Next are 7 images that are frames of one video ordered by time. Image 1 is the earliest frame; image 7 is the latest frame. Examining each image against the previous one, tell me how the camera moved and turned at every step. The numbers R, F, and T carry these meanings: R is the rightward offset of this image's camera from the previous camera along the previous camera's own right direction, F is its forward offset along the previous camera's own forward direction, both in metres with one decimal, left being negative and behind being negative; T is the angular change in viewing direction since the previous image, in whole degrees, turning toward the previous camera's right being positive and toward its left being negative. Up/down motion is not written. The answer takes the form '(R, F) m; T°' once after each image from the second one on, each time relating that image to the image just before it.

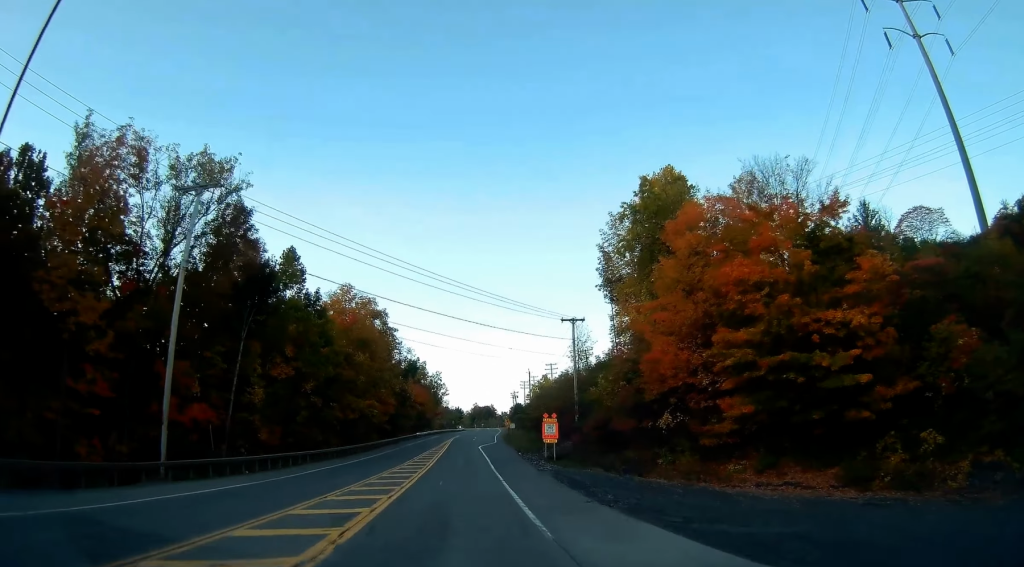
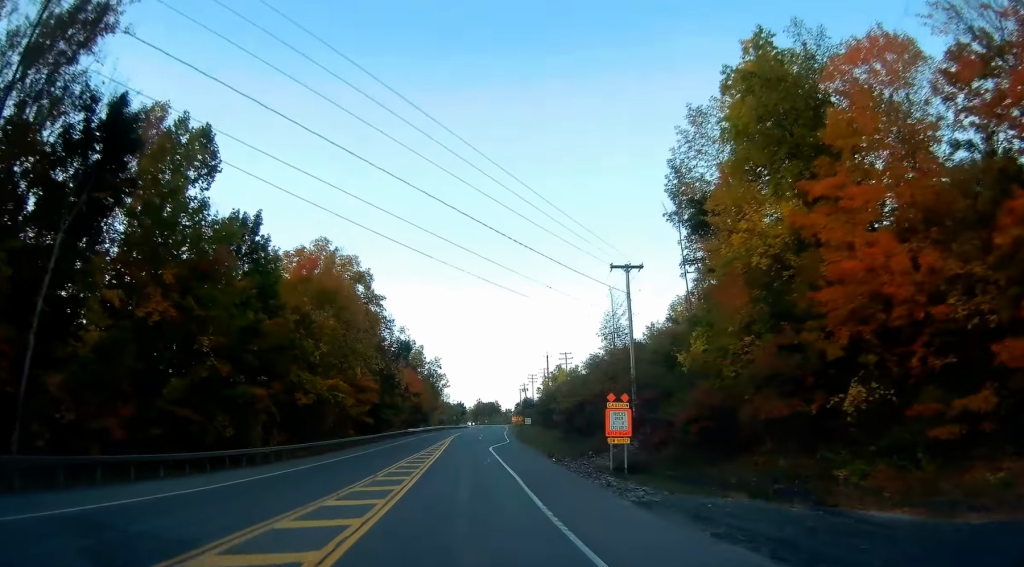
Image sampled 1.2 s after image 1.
(0.0, +20.0) m; 0°
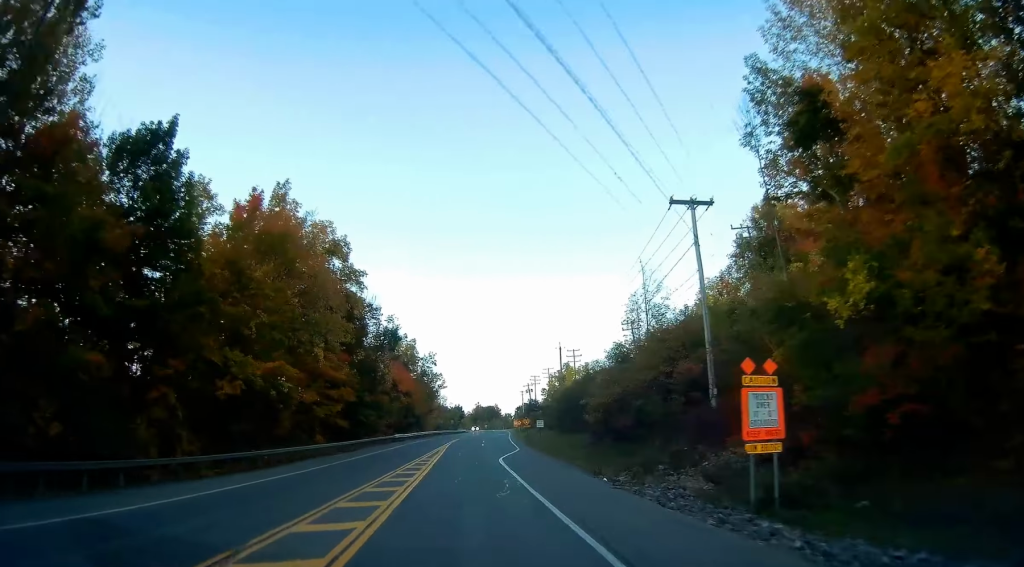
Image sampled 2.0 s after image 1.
(0.0, +14.1) m; 0°
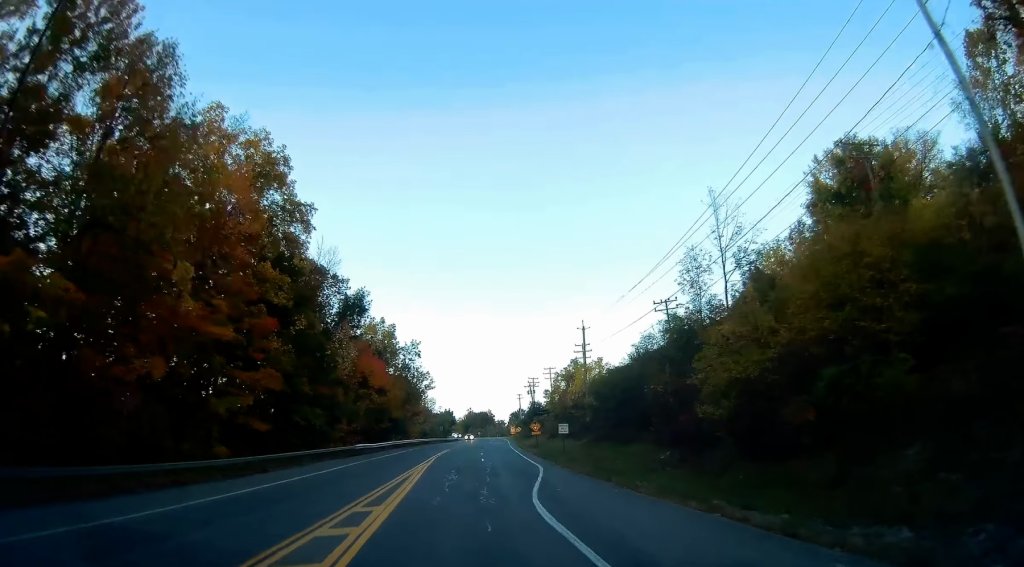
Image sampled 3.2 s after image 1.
(0.0, +20.1) m; 0°
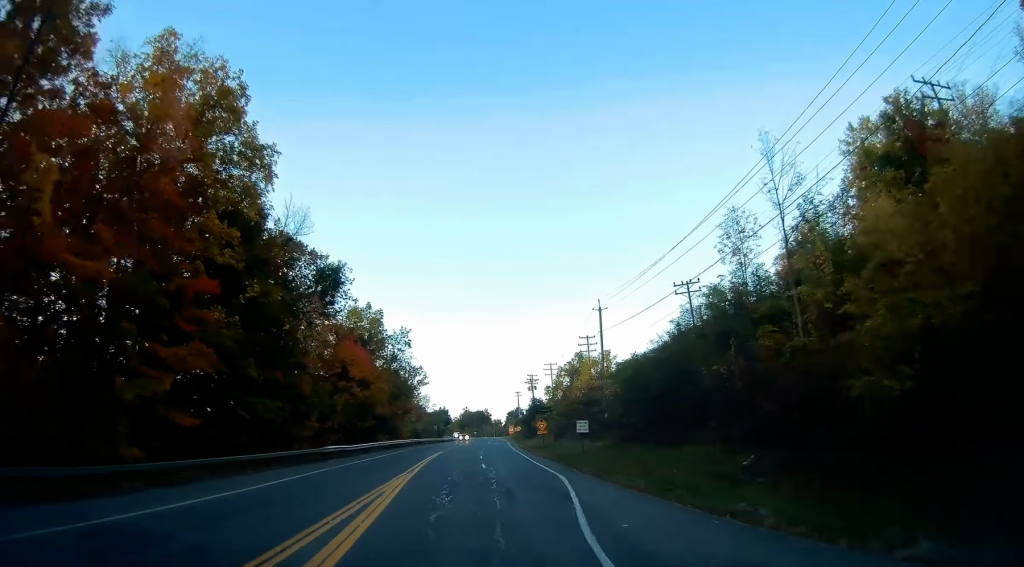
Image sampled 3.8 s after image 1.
(0.0, +8.7) m; 0°
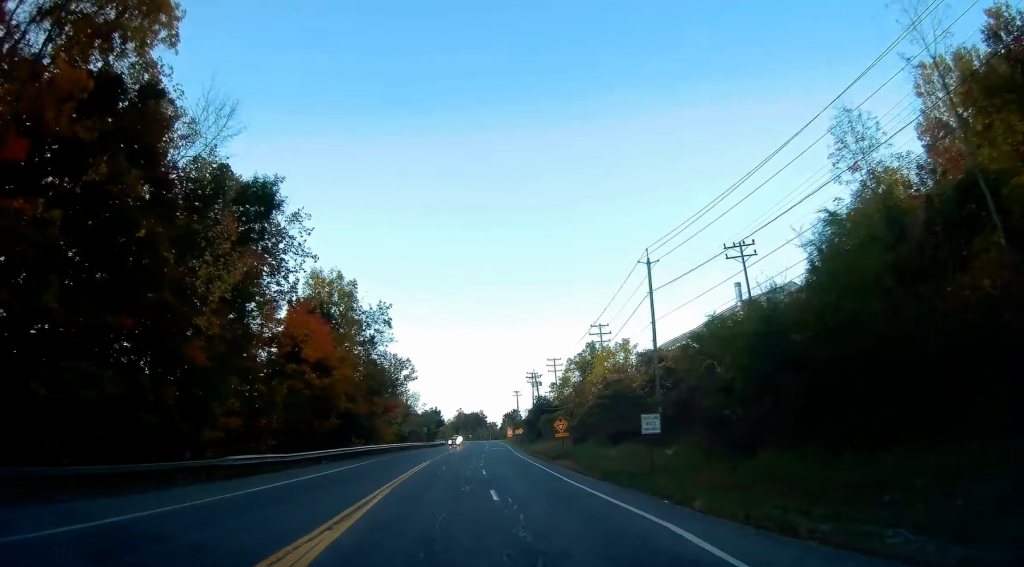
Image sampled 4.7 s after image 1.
(0.0, +15.4) m; +1°
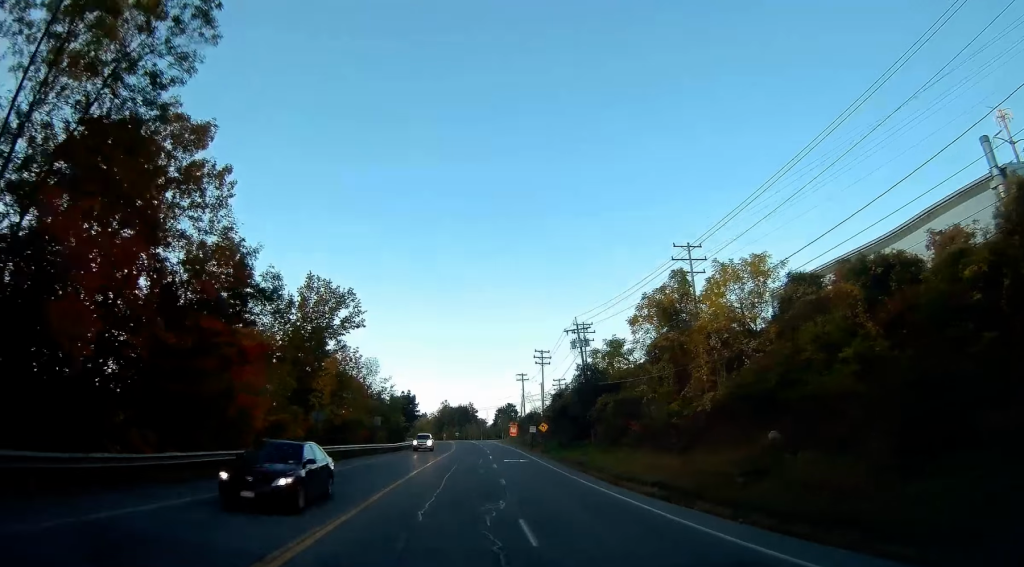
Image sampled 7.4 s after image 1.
(+0.8, +43.6) m; +2°
